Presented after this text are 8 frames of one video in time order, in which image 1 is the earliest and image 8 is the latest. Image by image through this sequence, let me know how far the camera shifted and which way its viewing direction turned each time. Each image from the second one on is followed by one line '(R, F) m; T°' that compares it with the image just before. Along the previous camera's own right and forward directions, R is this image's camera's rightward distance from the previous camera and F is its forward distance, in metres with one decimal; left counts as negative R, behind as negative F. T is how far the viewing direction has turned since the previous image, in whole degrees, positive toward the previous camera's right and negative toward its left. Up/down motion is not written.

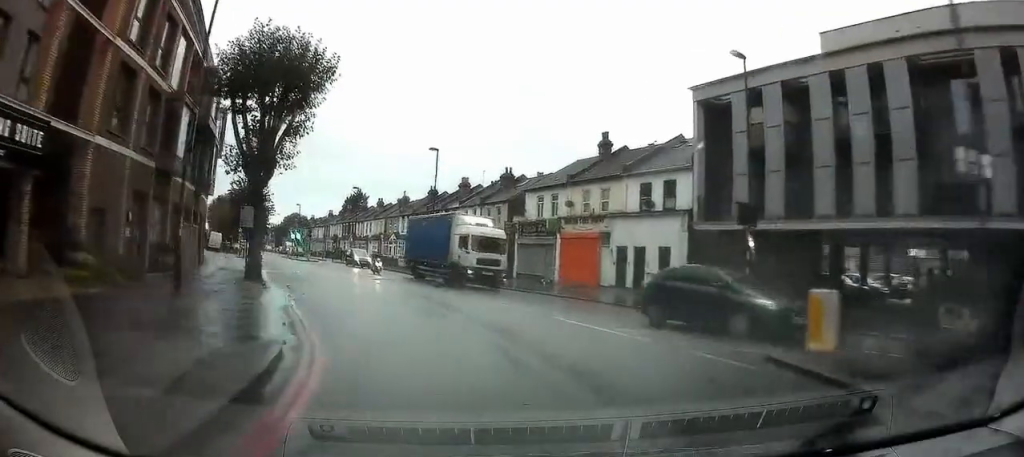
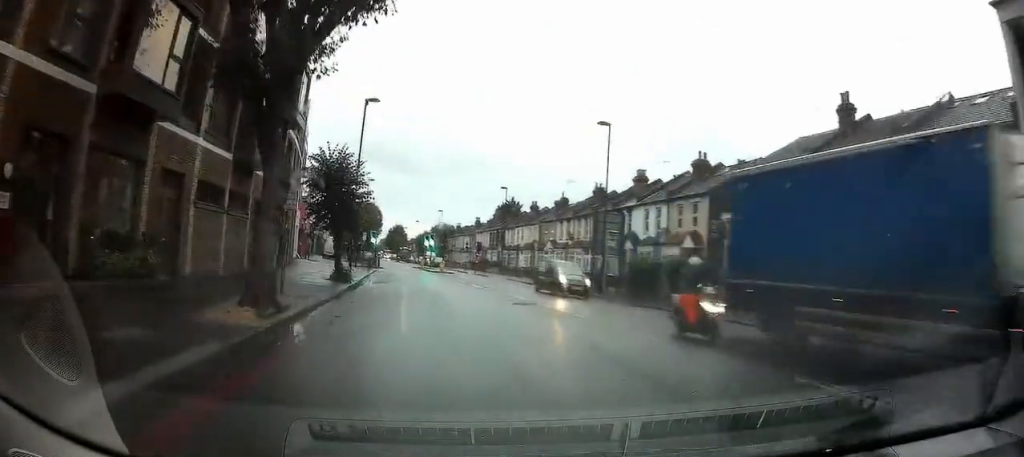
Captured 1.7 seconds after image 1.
(-1.0, +12.7) m; -8°
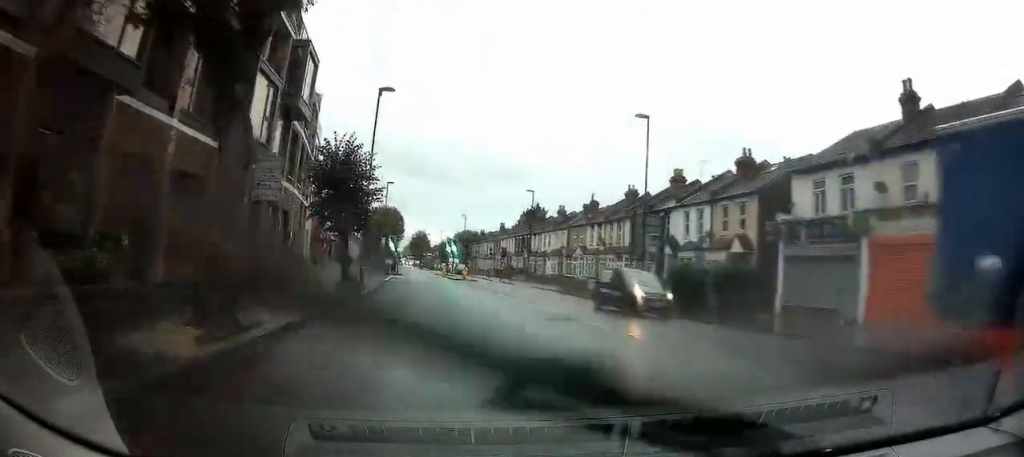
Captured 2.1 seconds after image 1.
(0.0, +3.2) m; -2°
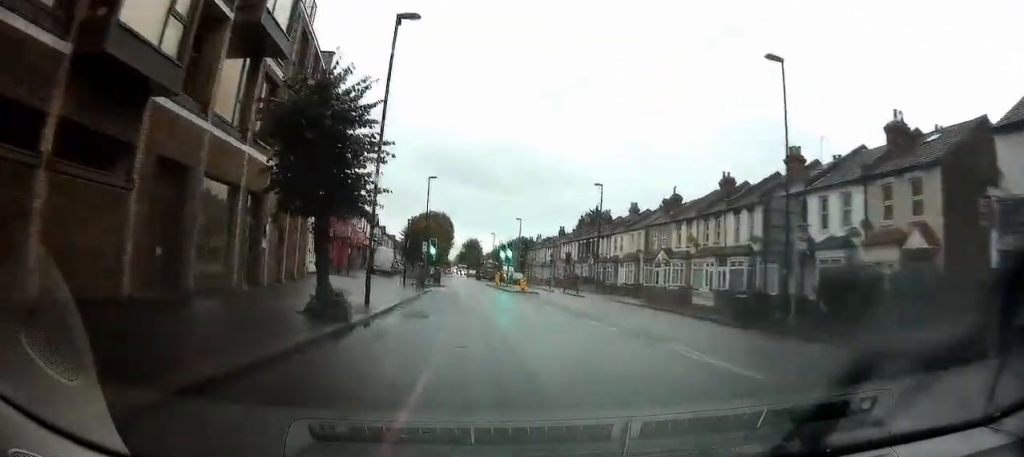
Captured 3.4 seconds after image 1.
(-0.6, +9.5) m; -8°
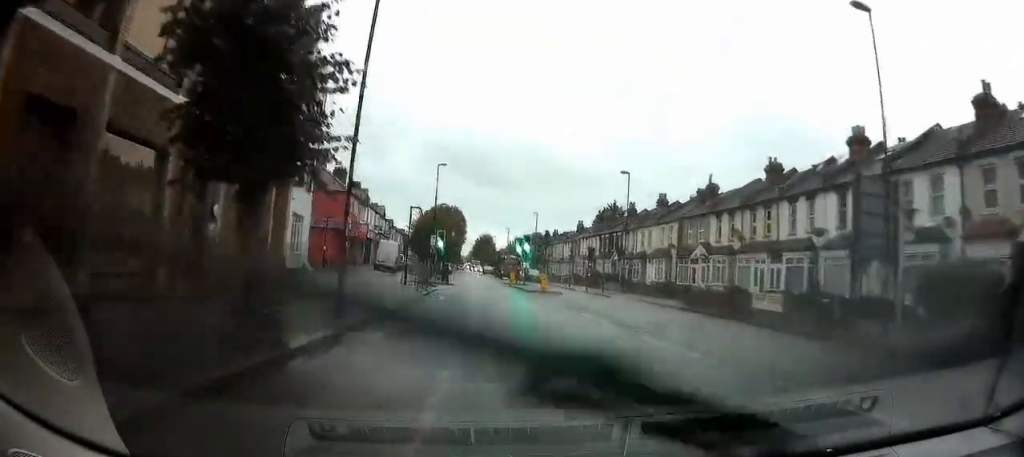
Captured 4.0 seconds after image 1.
(-0.2, +4.9) m; -4°
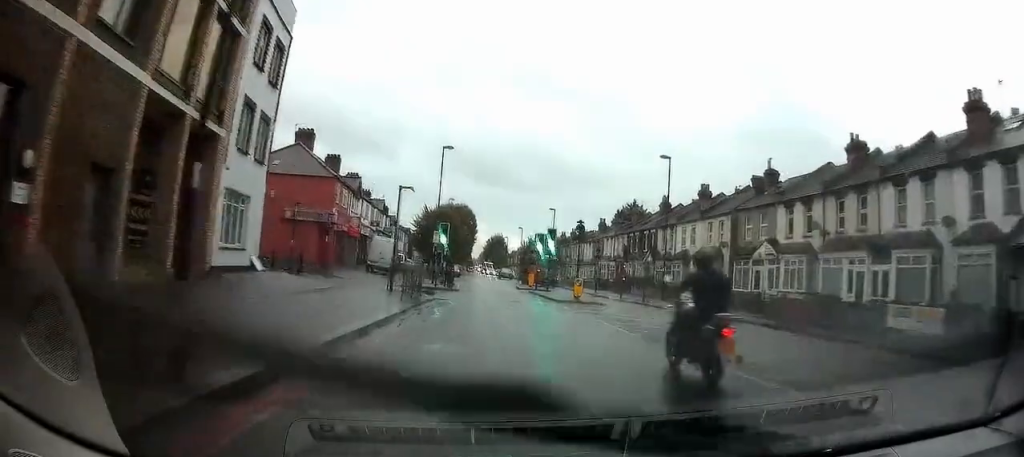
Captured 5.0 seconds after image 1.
(-0.3, +7.7) m; -2°
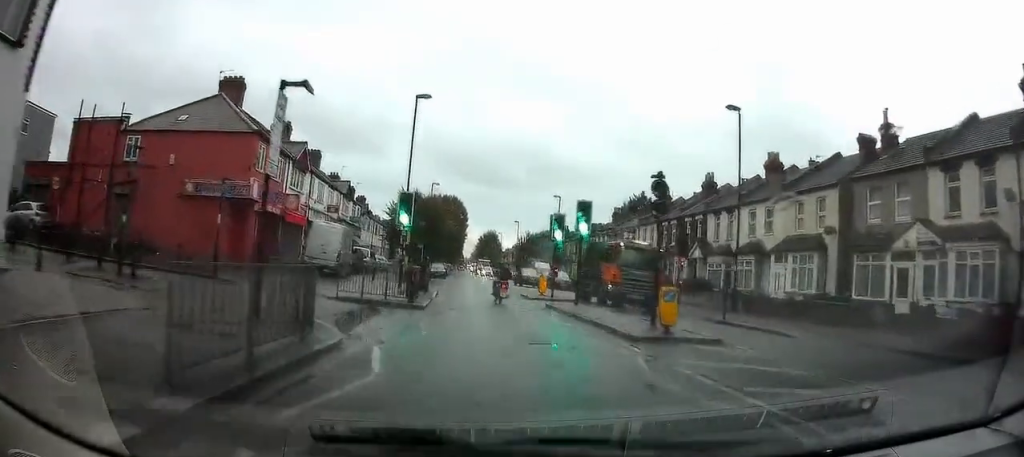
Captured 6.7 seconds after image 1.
(0.0, +13.5) m; 0°
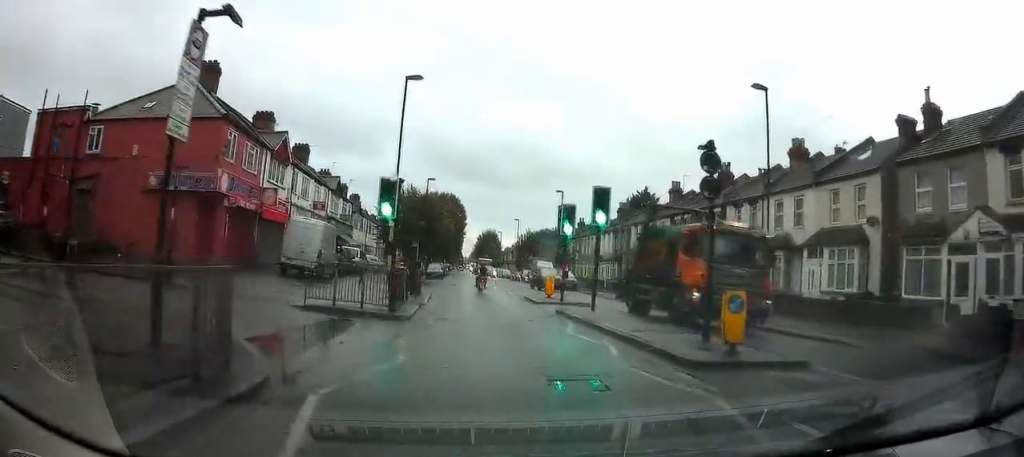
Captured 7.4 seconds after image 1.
(0.0, +4.1) m; 0°
